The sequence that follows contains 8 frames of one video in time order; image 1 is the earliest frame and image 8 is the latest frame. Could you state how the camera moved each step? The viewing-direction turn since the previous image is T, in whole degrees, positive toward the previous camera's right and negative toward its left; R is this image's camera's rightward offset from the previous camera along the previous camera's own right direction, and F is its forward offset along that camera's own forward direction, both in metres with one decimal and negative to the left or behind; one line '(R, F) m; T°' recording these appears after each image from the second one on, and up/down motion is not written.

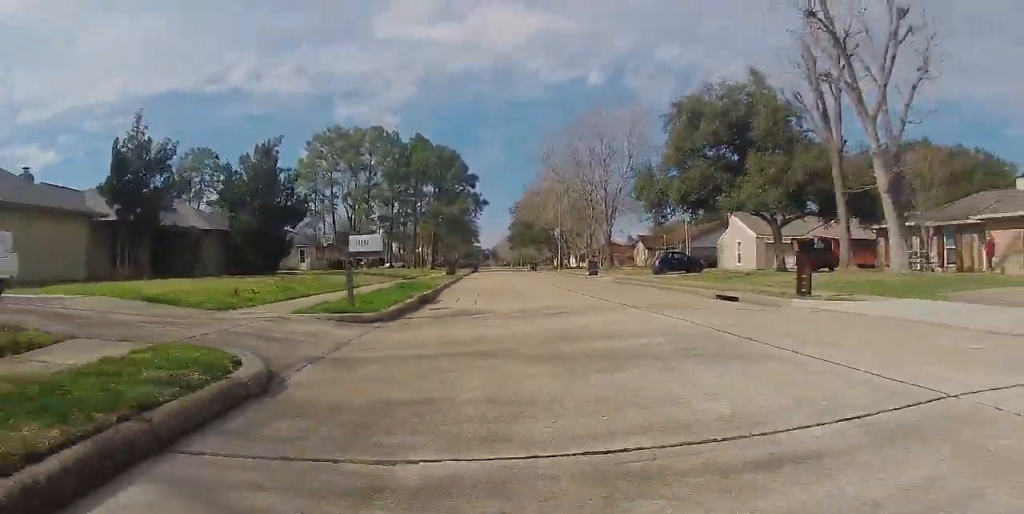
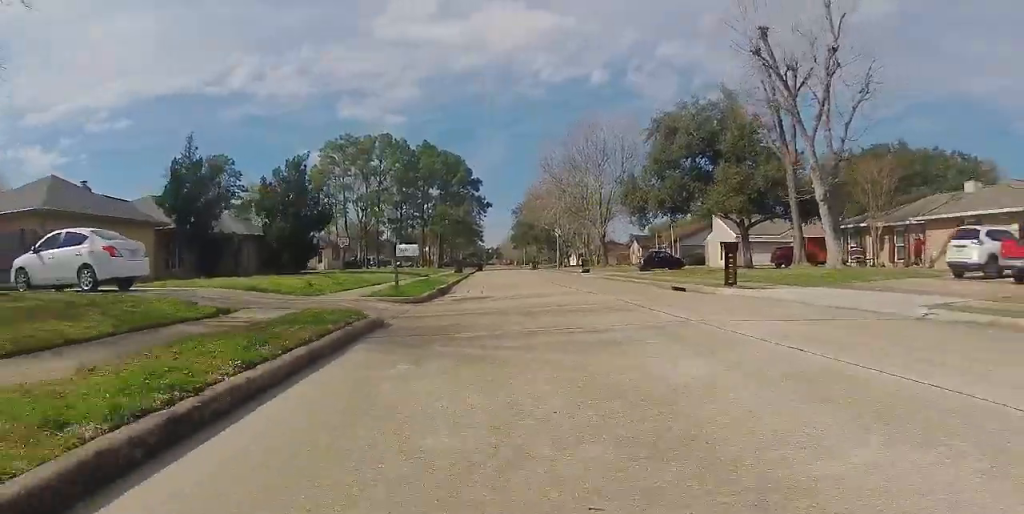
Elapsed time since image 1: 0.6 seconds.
(0.0, +4.1) m; +1°
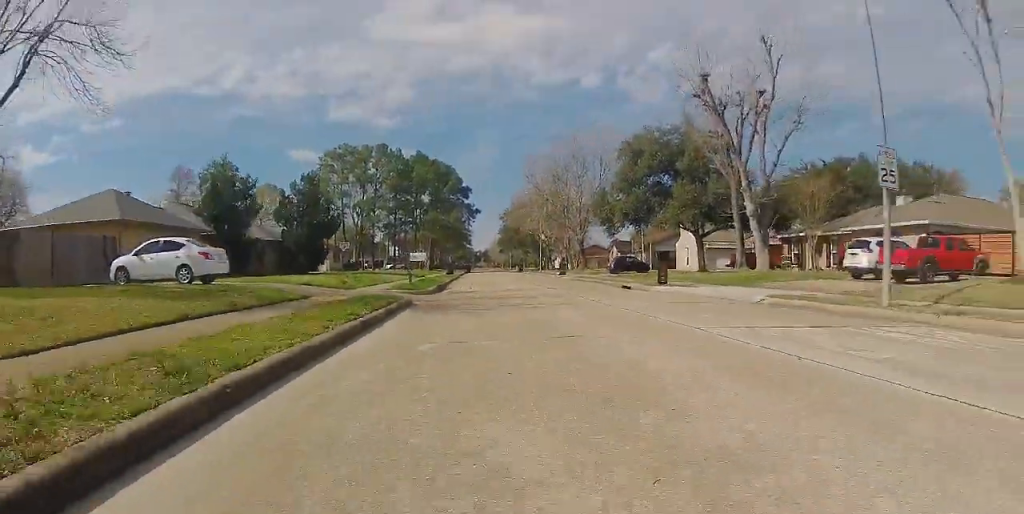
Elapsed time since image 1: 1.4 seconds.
(+0.1, +5.6) m; 0°
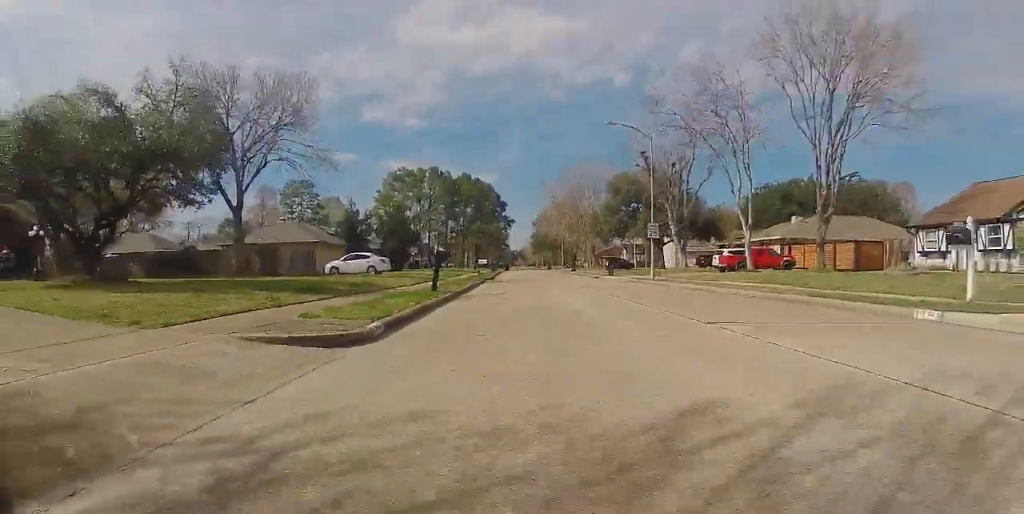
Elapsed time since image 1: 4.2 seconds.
(-0.1, +19.4) m; 0°
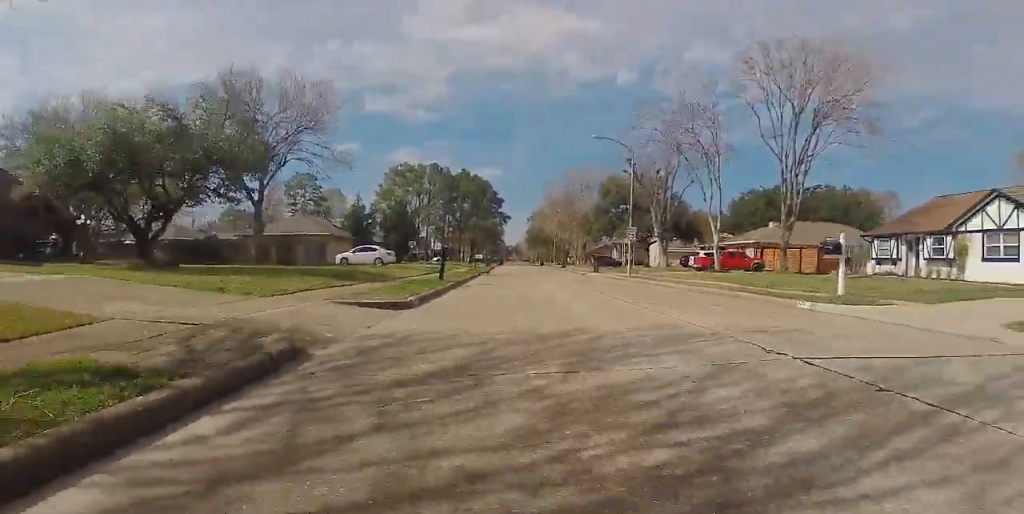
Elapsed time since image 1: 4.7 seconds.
(0.0, +4.1) m; 0°
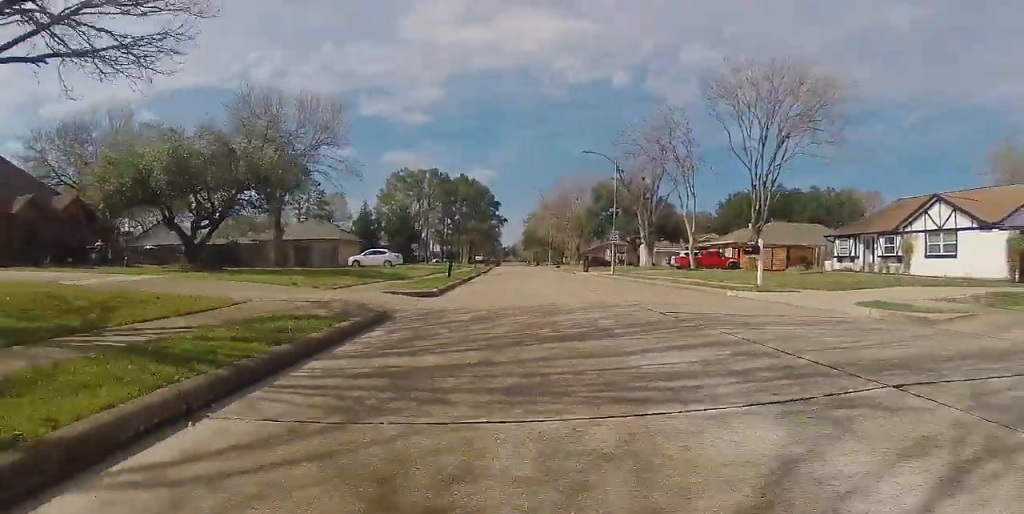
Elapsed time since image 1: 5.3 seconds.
(0.0, +4.4) m; -1°
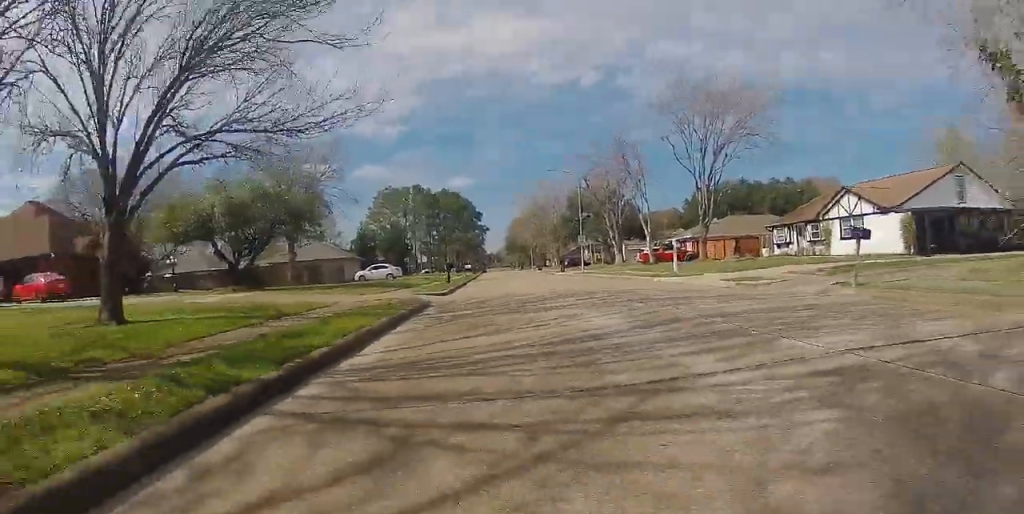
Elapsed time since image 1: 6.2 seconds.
(-0.1, +7.6) m; 0°
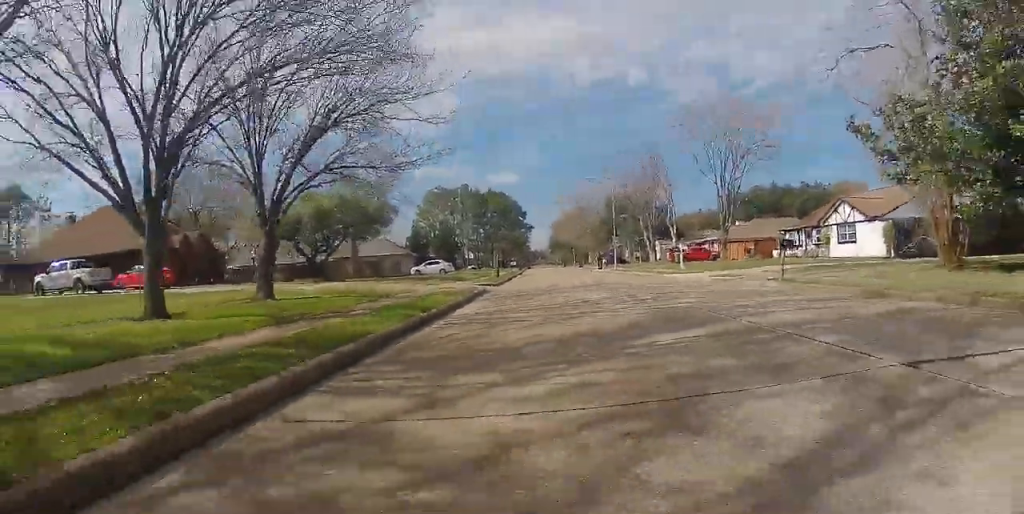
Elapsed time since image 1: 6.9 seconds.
(+0.1, +6.3) m; +1°
